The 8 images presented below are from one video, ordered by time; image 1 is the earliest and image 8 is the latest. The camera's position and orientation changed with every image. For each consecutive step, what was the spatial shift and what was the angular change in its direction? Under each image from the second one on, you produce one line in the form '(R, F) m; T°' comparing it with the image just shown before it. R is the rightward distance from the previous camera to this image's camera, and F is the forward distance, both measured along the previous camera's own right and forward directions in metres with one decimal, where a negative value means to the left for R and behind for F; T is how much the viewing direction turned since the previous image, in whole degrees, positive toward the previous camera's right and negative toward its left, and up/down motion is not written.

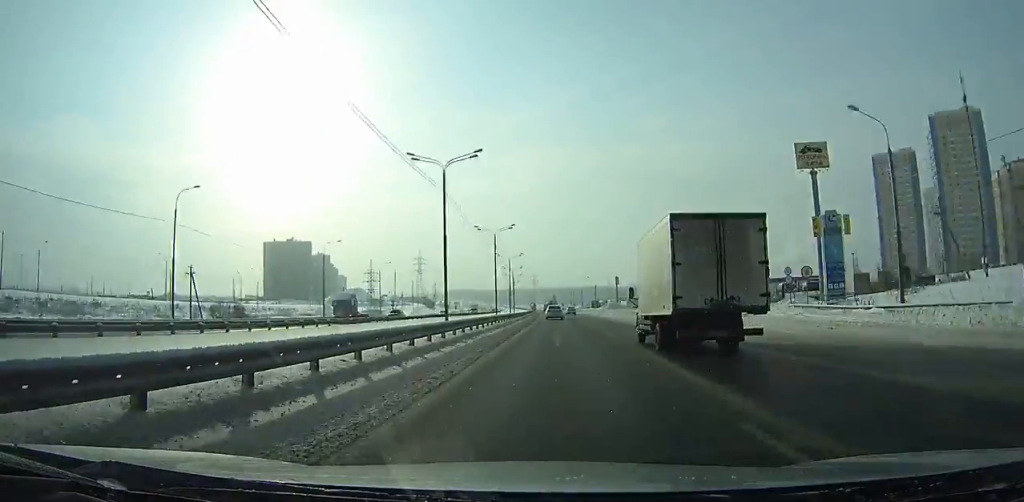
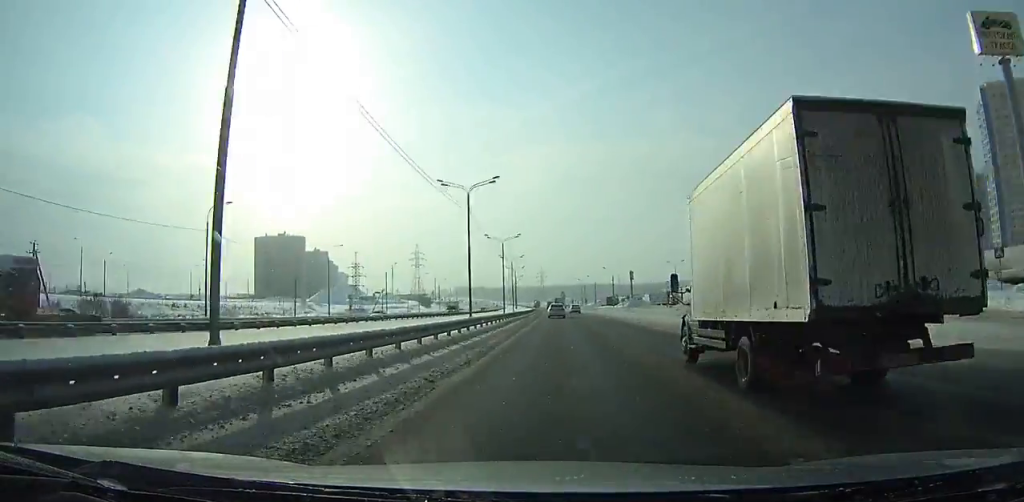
(-0.1, +32.8) m; -1°
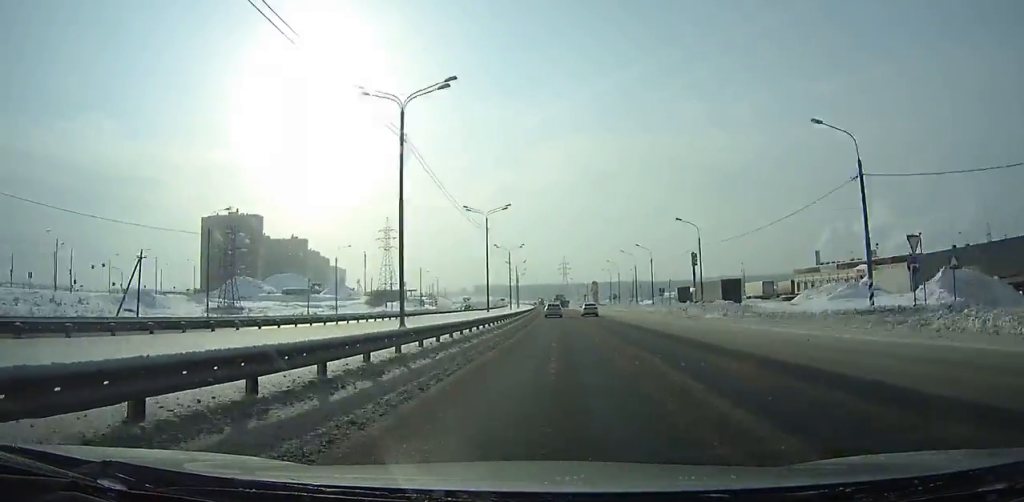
(-2.9, +114.6) m; -3°
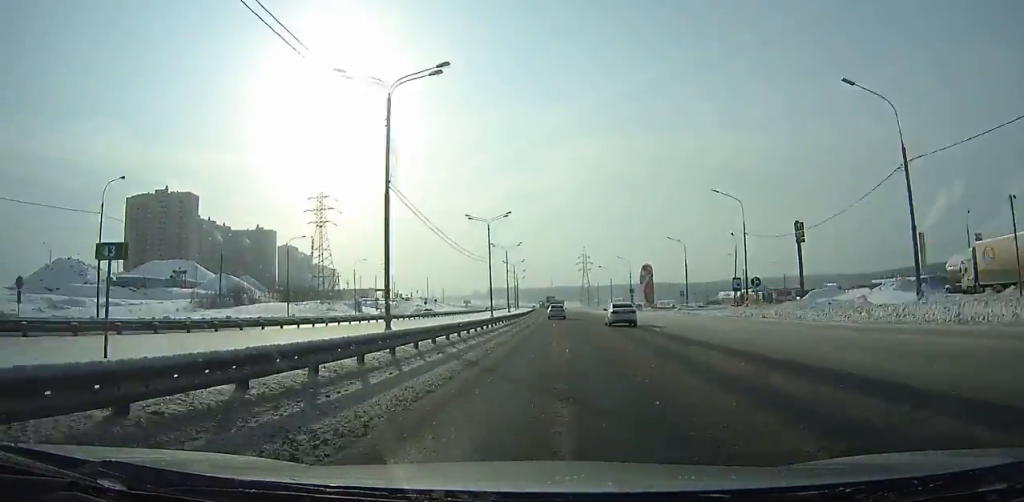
(-1.8, +96.5) m; -2°
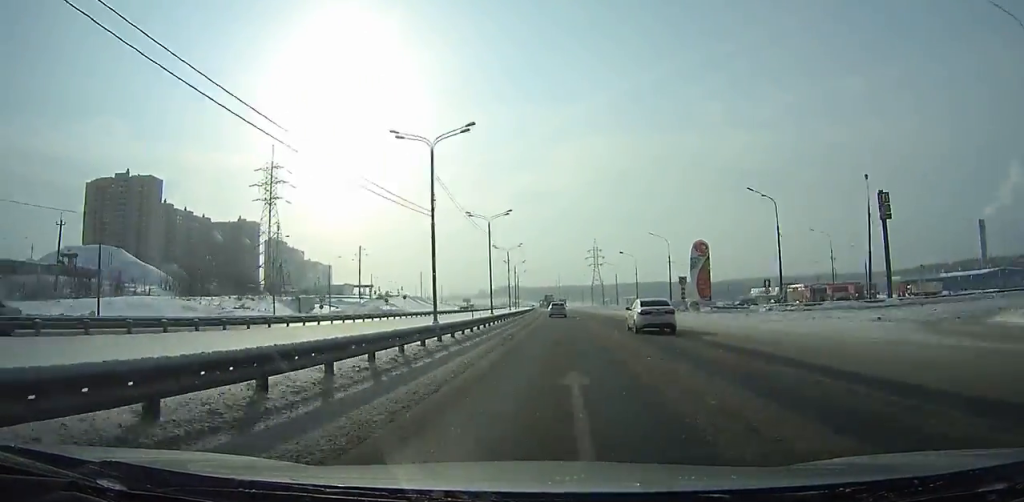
(-0.2, +40.4) m; -1°
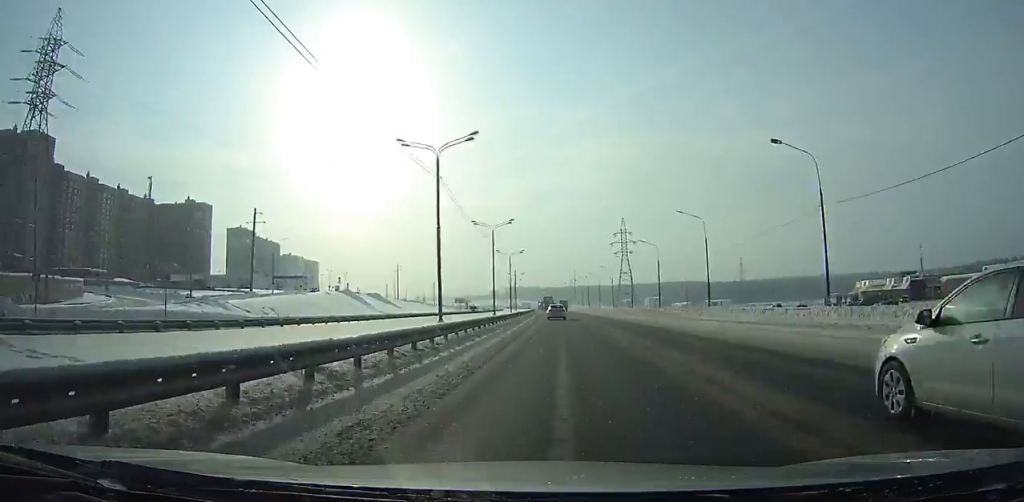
(-0.7, +83.3) m; -1°
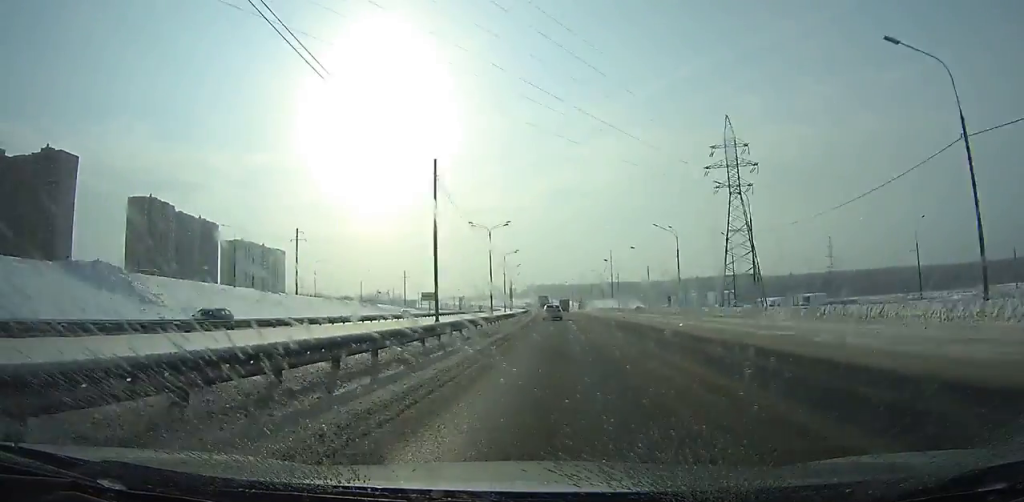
(-3.1, +134.4) m; -3°
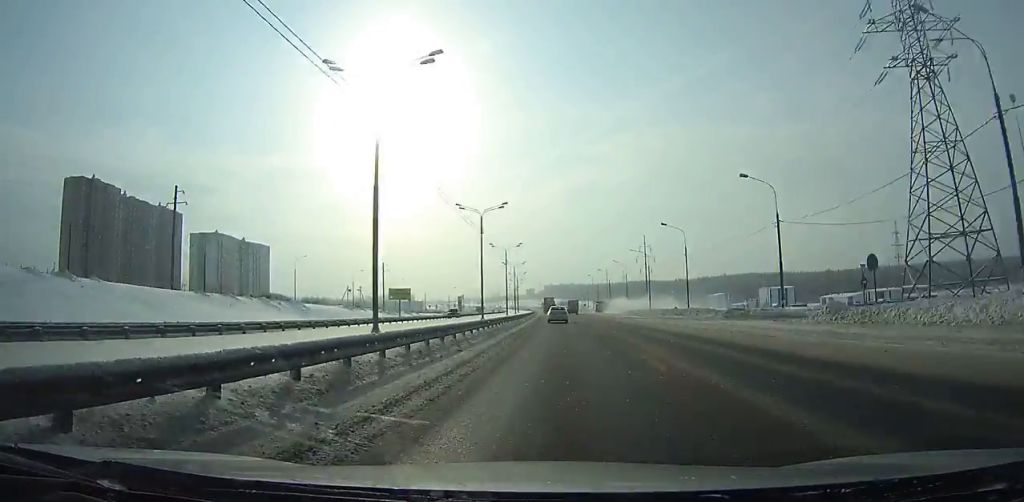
(-0.5, +61.4) m; -1°
